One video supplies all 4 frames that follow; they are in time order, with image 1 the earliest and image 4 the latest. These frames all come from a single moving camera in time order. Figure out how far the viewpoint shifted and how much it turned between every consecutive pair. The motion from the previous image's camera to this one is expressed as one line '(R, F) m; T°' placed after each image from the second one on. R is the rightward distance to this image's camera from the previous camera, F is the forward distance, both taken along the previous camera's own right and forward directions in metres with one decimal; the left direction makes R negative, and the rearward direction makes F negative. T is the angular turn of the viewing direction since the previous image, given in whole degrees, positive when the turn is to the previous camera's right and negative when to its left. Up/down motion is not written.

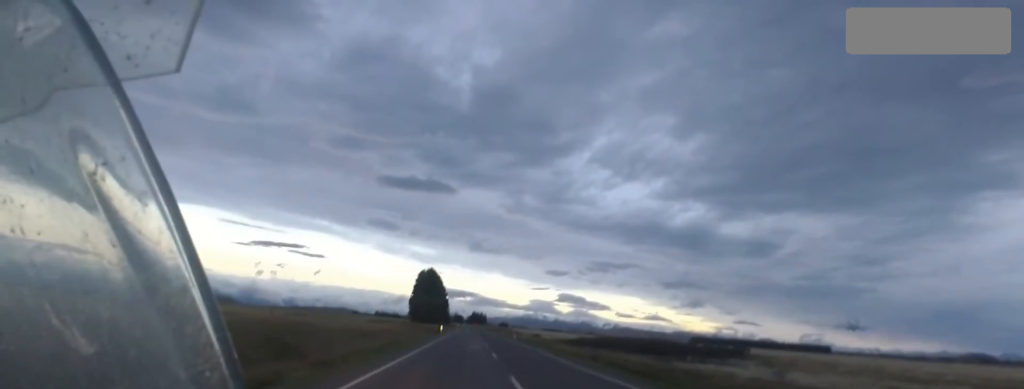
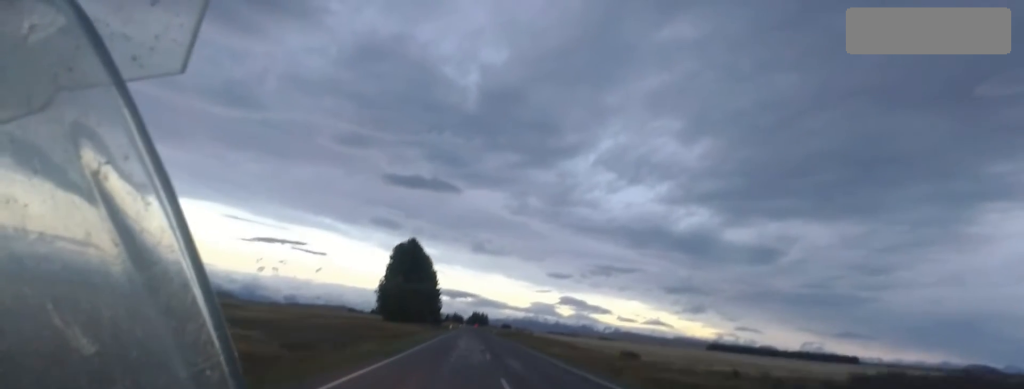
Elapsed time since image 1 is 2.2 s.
(-0.6, +60.7) m; +1°
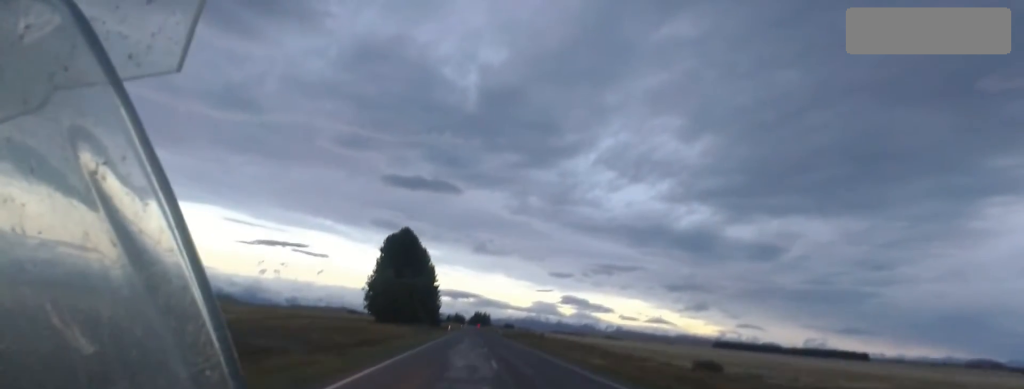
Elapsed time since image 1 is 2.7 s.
(+0.6, +13.5) m; 0°
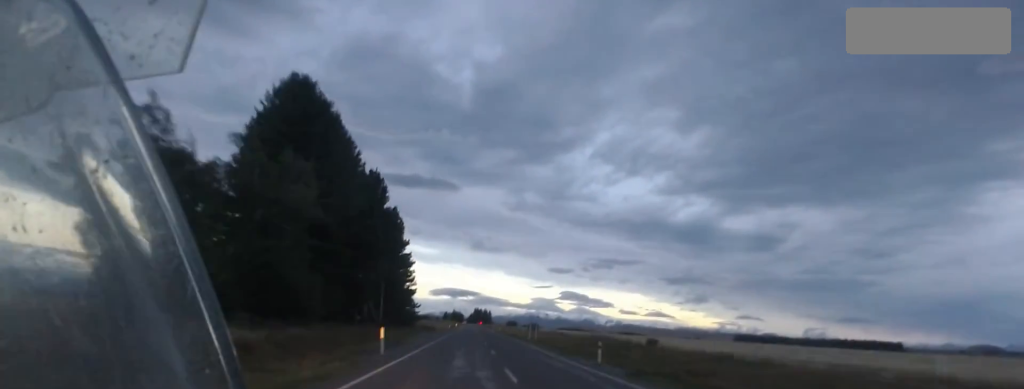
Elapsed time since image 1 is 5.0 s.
(-0.9, +64.6) m; -2°
